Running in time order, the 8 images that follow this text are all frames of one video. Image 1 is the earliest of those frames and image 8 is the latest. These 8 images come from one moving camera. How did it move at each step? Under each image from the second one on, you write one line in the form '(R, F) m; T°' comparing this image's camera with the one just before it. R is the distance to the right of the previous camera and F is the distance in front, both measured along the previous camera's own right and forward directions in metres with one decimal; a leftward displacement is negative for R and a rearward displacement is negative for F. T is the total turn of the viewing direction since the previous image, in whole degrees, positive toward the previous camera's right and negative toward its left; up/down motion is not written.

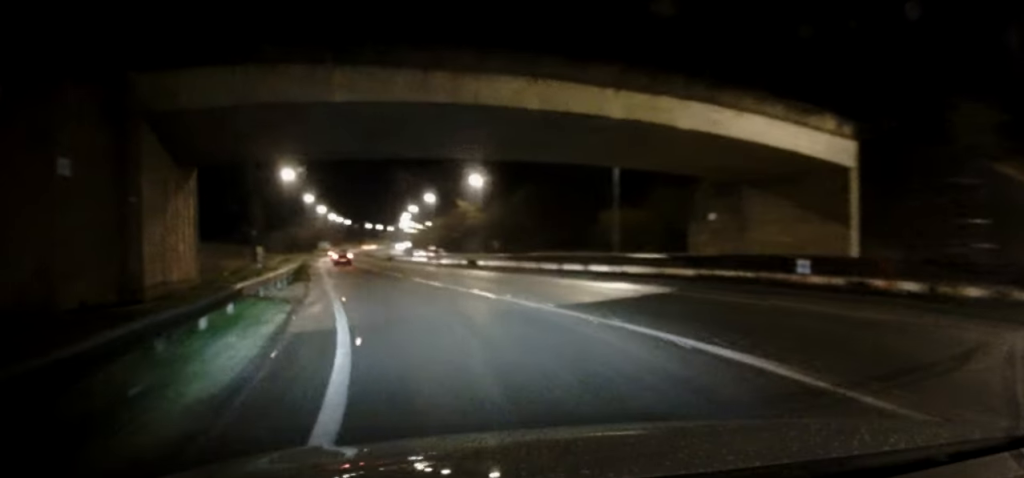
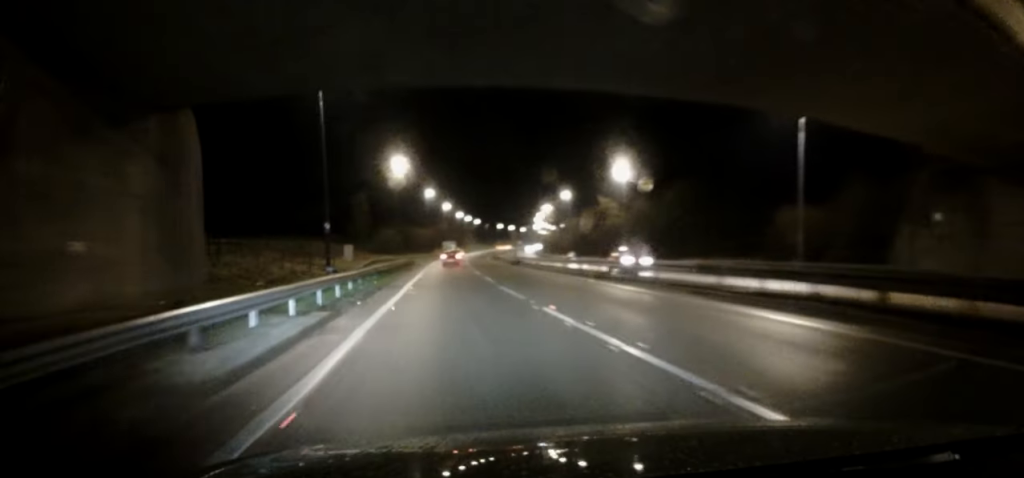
(-1.1, +11.9) m; -10°
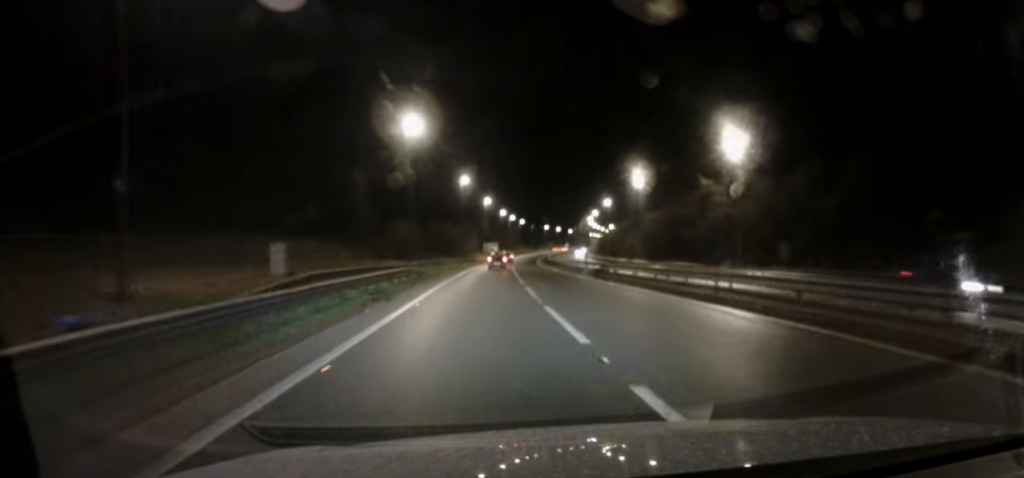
(-2.7, +23.1) m; -8°
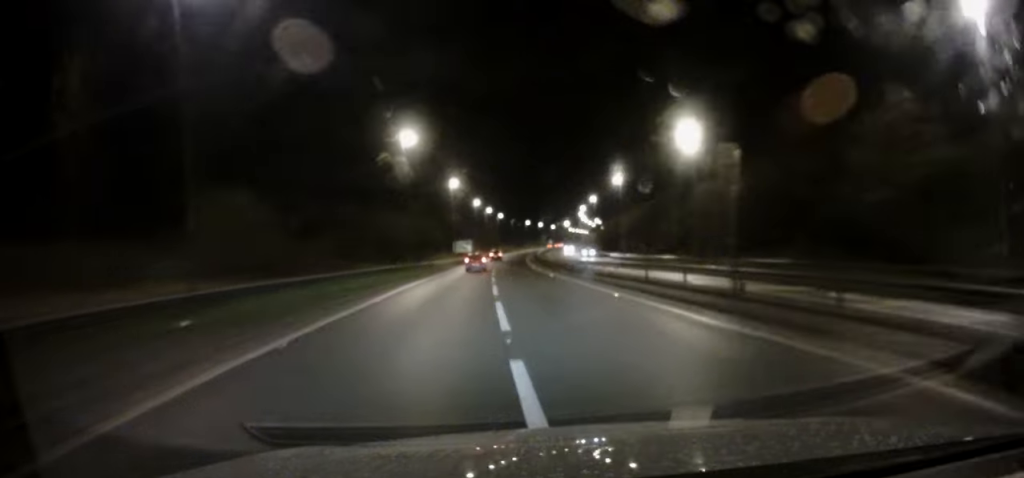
(+0.6, +33.8) m; +2°
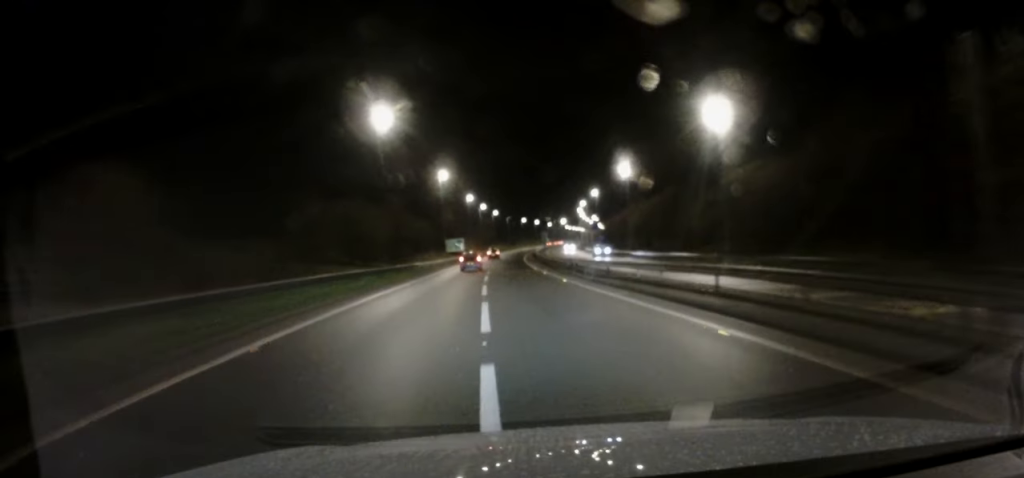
(0.0, +9.1) m; 0°
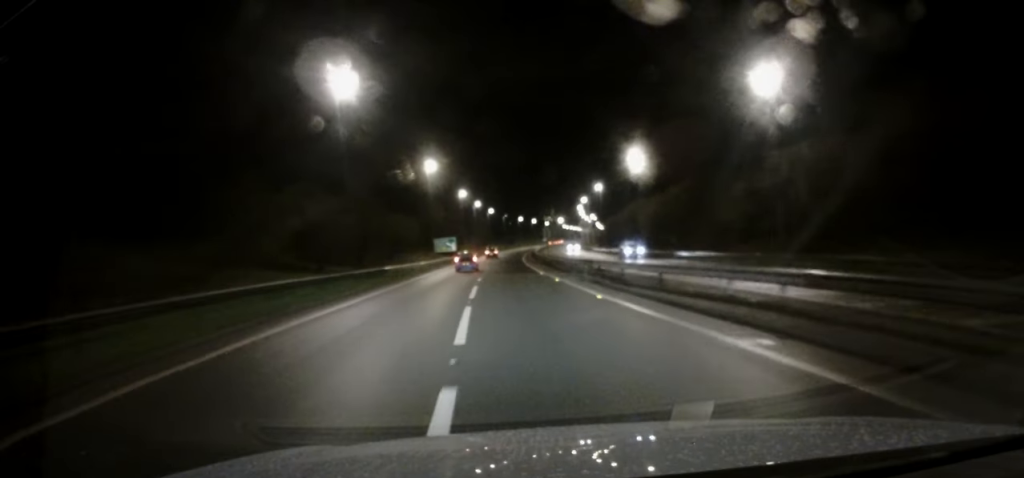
(0.0, +10.1) m; 0°
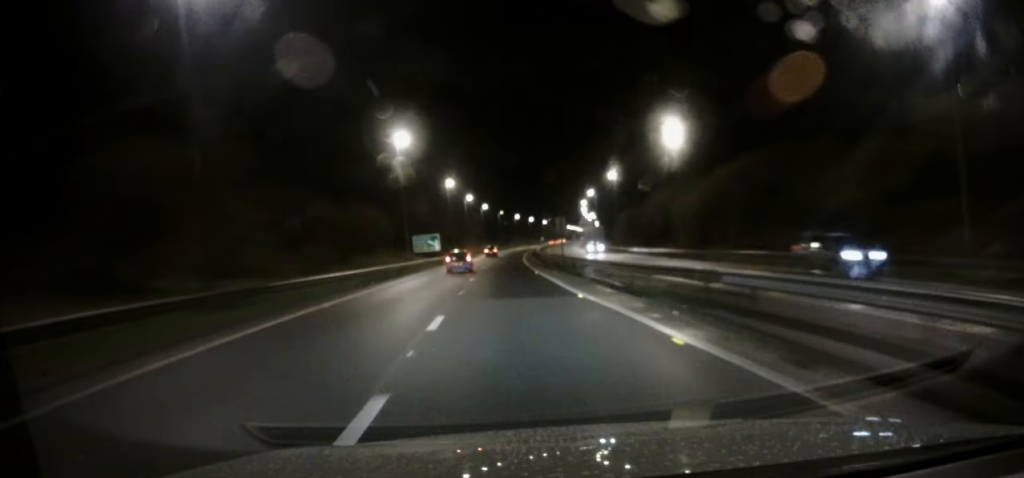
(0.0, +18.3) m; +1°
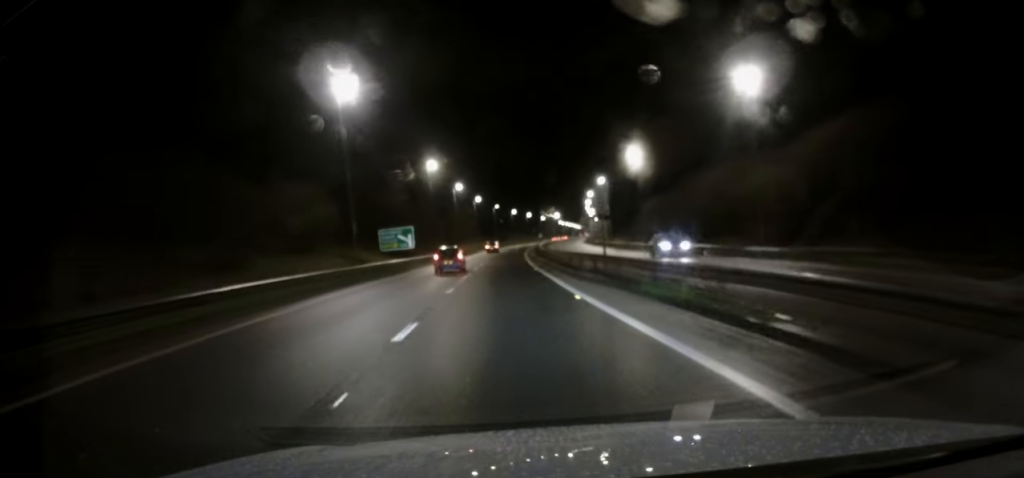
(+0.2, +19.3) m; +1°
